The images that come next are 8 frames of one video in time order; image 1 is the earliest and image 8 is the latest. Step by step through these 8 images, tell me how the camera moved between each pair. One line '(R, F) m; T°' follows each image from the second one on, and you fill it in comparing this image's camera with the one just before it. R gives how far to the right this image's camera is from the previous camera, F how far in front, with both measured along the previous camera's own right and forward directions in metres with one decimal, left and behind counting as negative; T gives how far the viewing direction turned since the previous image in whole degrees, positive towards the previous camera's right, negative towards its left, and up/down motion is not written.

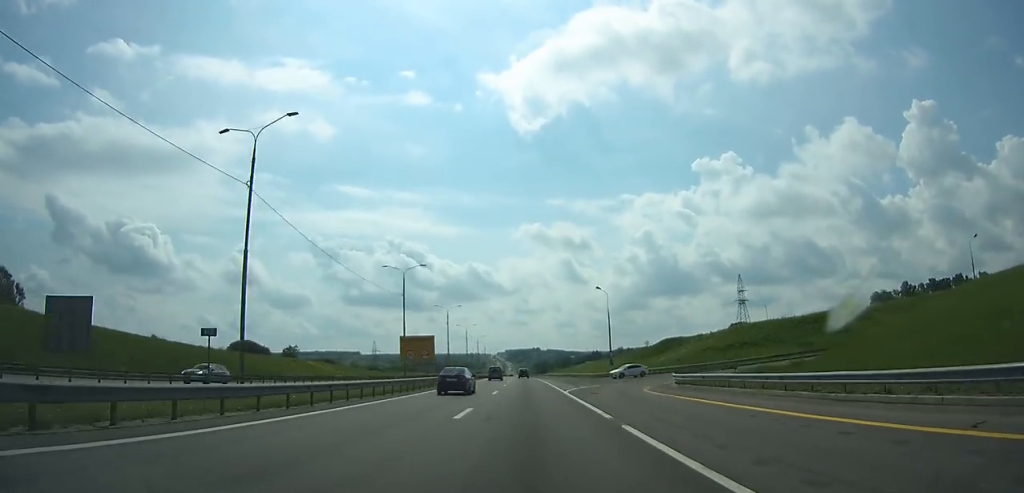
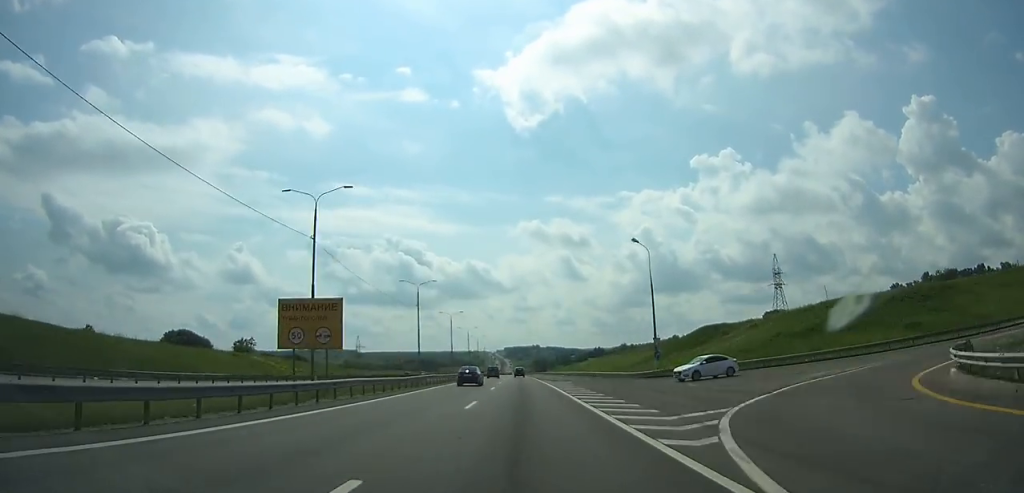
(0.0, +29.3) m; 0°
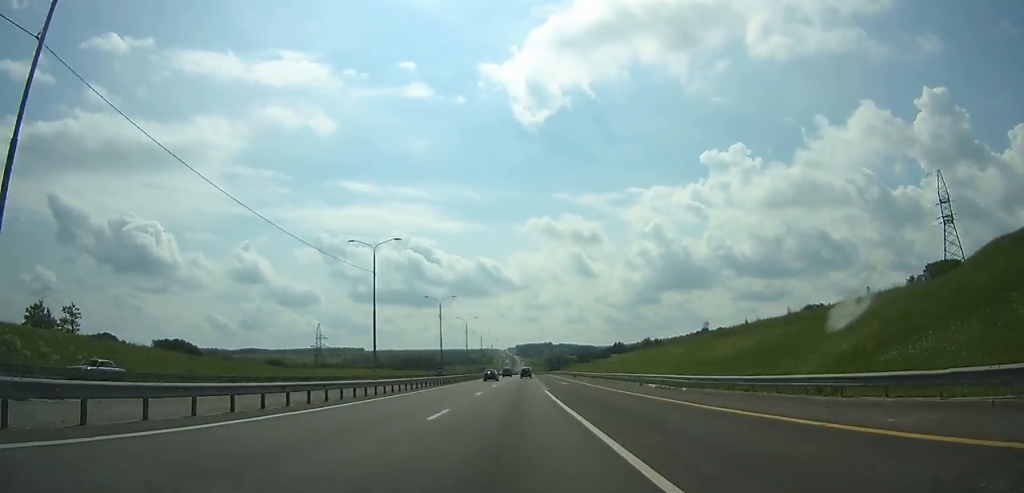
(-0.5, +65.0) m; -1°
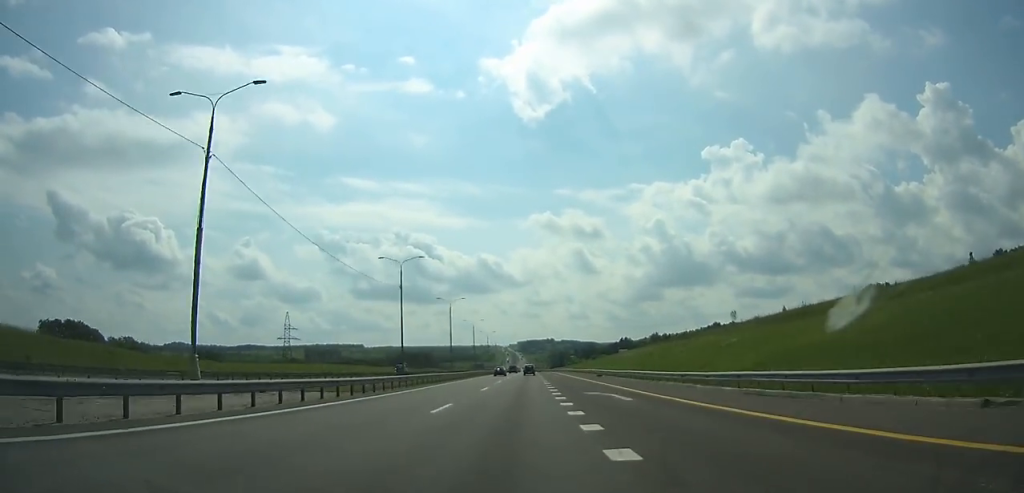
(-0.1, +28.9) m; 0°
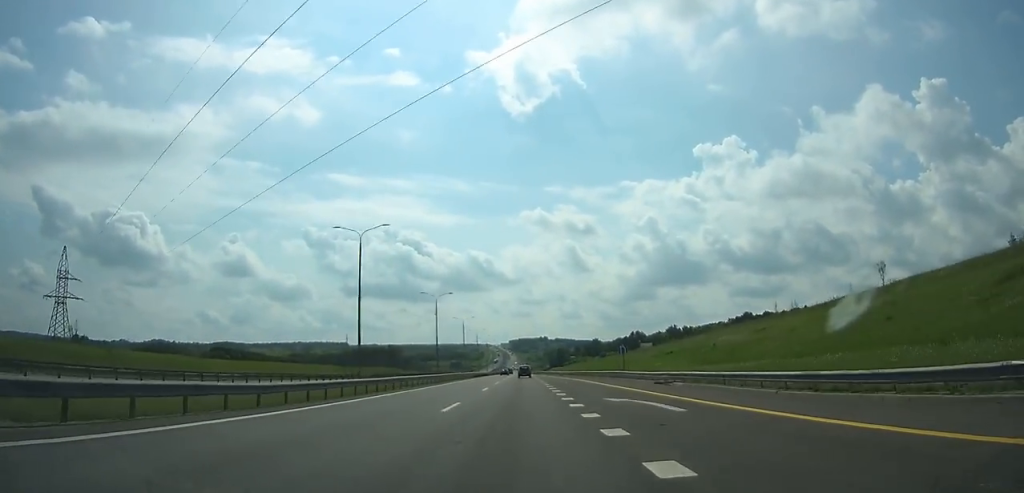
(-0.2, +86.5) m; 0°
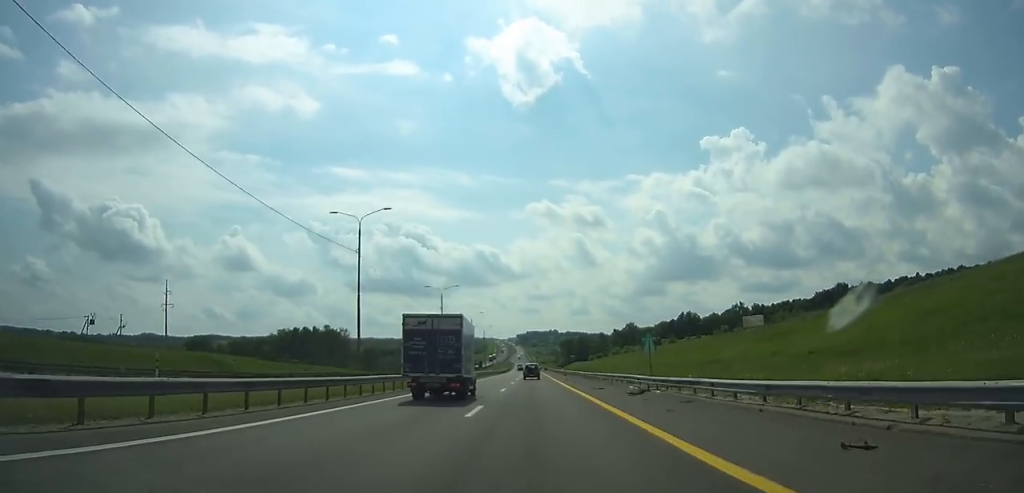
(+0.1, +117.6) m; 0°
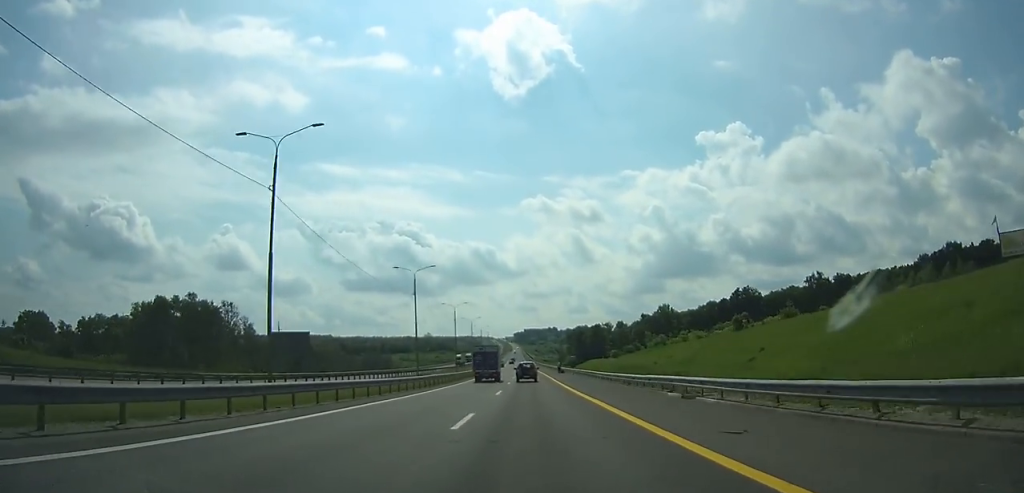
(+0.3, +99.8) m; 0°
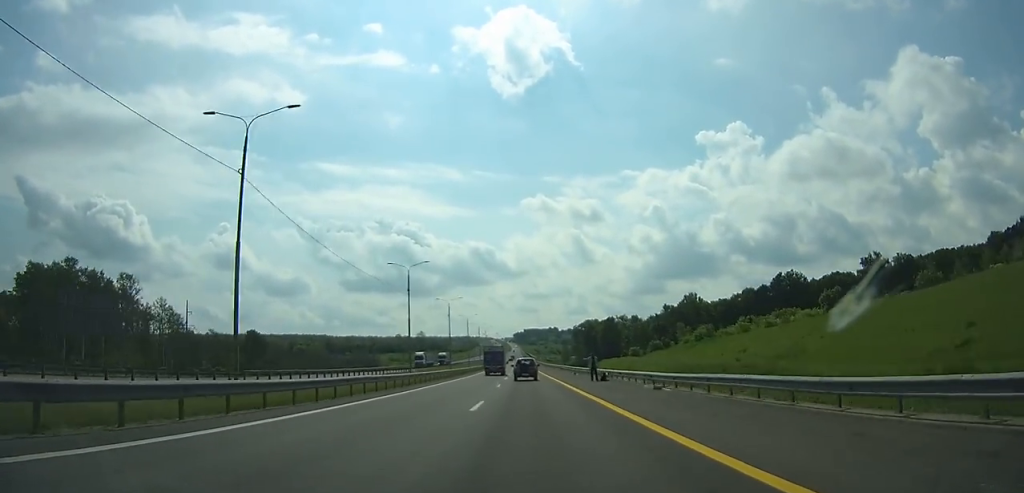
(0.0, +46.2) m; 0°
